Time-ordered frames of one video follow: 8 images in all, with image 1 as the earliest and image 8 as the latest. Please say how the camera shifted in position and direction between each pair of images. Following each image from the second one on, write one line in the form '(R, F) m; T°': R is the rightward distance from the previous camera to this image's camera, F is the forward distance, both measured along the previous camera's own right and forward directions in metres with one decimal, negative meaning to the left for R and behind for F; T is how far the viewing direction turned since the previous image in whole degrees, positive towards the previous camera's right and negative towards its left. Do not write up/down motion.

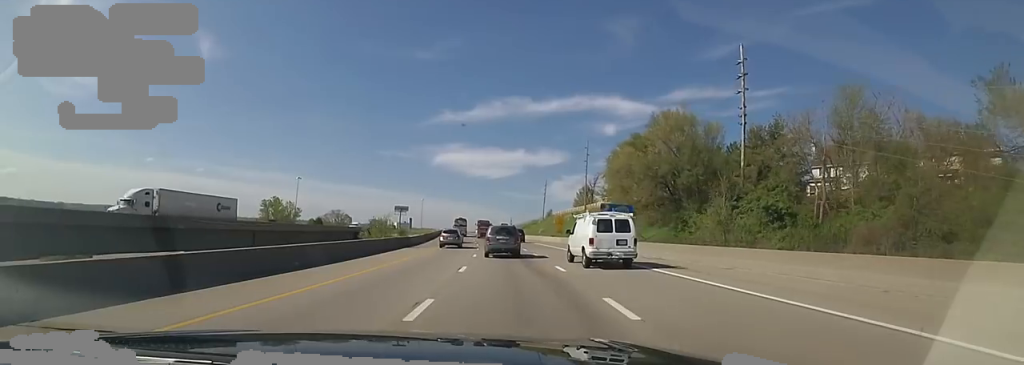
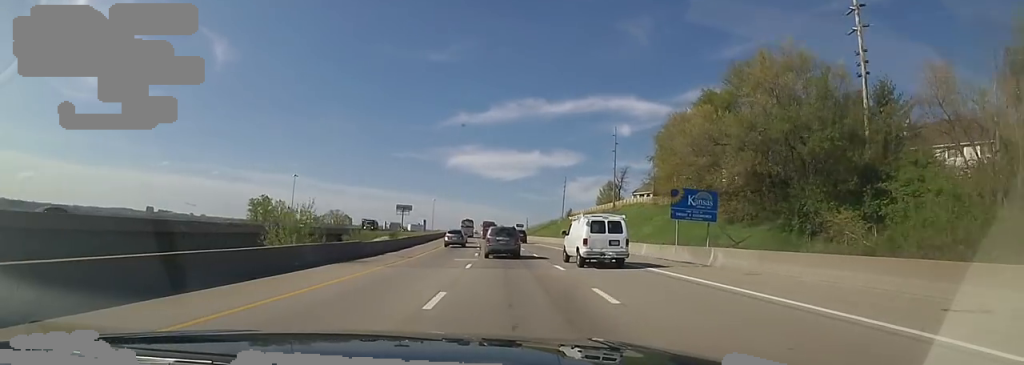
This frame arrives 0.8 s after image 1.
(-0.6, +18.8) m; -3°
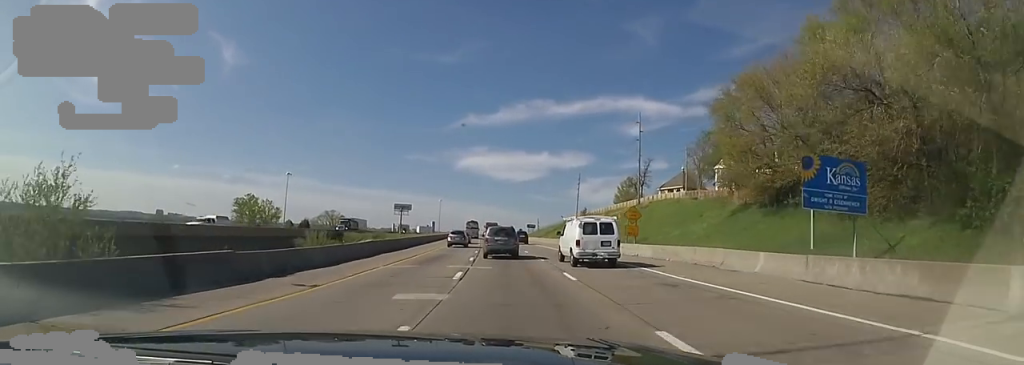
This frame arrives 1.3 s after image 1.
(-0.3, +14.0) m; -2°
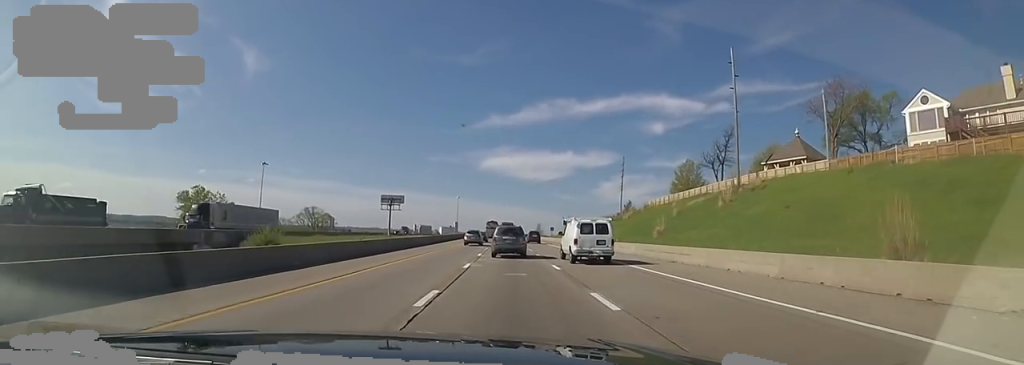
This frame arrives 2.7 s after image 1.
(-0.5, +34.3) m; -3°
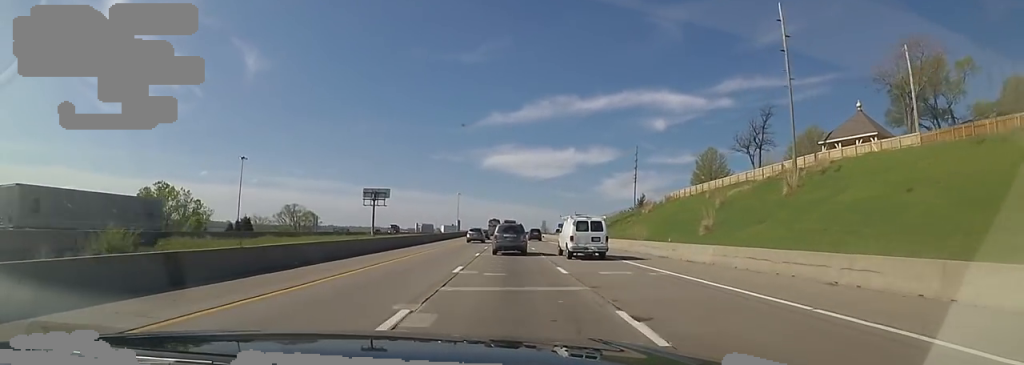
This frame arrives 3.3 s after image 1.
(+0.2, +13.0) m; -2°
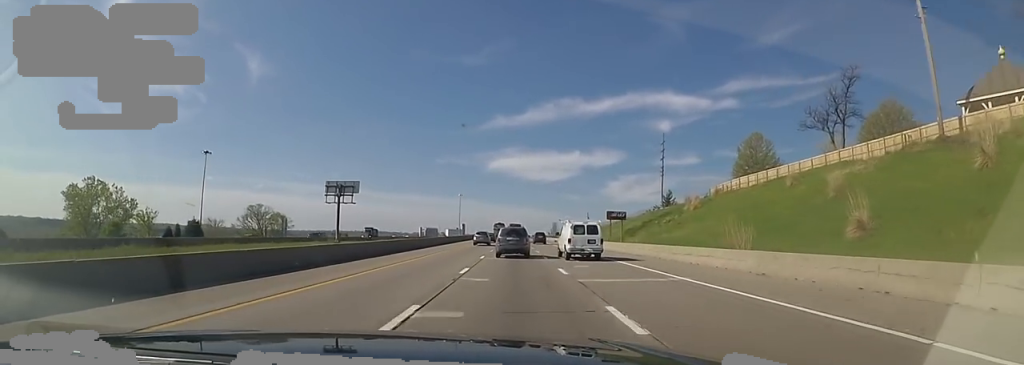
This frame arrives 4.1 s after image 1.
(-1.2, +19.5) m; -2°
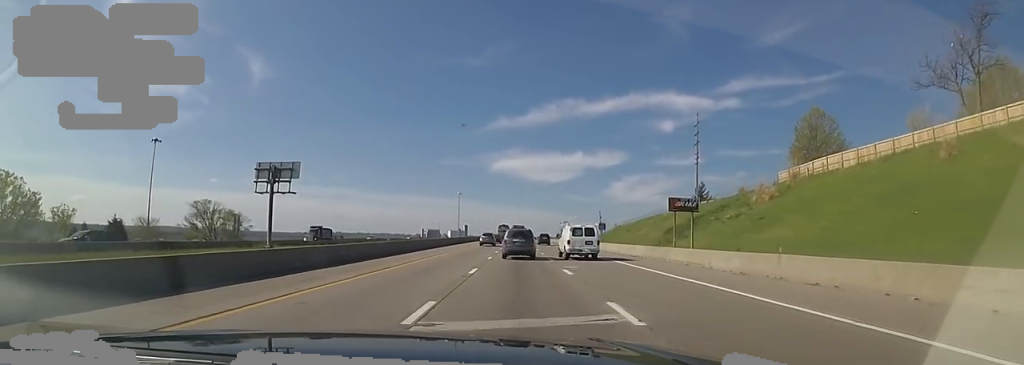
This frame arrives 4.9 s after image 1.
(+0.2, +19.5) m; +1°
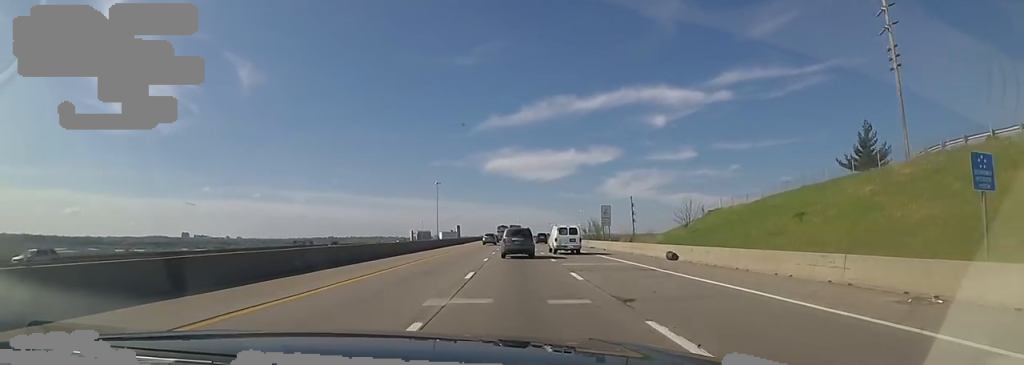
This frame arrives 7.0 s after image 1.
(+0.7, +53.1) m; -1°
